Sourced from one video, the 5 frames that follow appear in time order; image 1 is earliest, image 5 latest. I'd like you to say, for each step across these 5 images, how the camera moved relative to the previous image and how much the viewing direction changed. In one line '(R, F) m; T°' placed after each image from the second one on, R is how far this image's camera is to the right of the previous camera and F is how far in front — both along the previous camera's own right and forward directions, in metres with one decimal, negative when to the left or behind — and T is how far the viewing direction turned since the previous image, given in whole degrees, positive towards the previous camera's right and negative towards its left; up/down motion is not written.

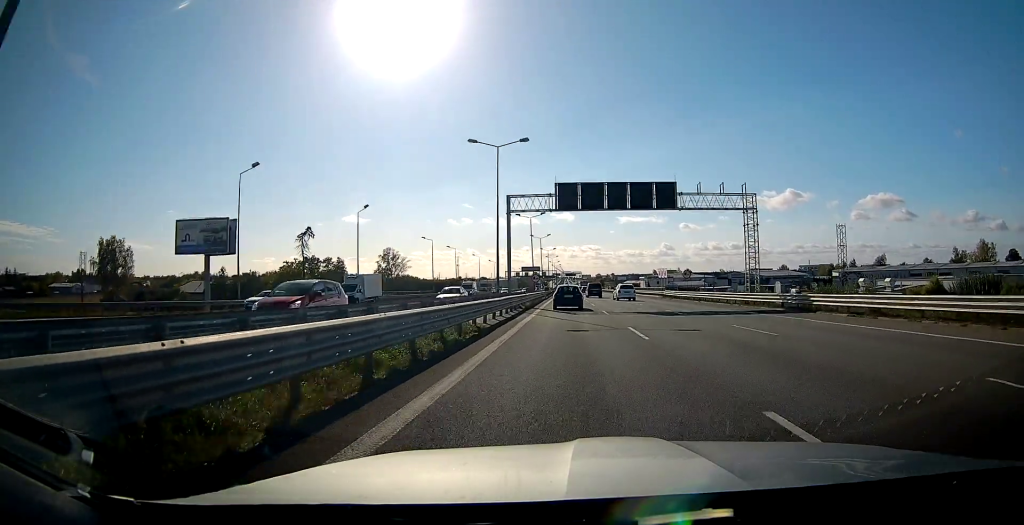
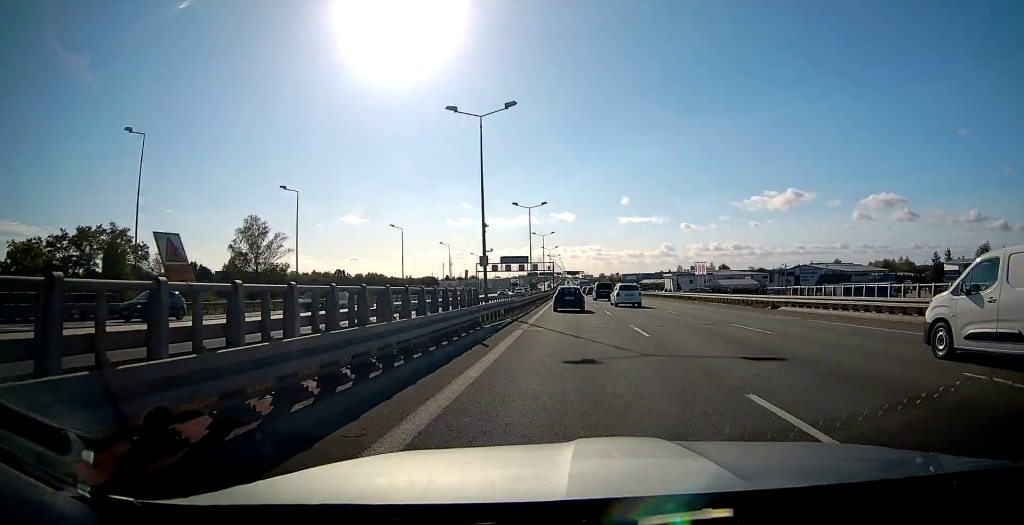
(-0.1, +71.2) m; 0°
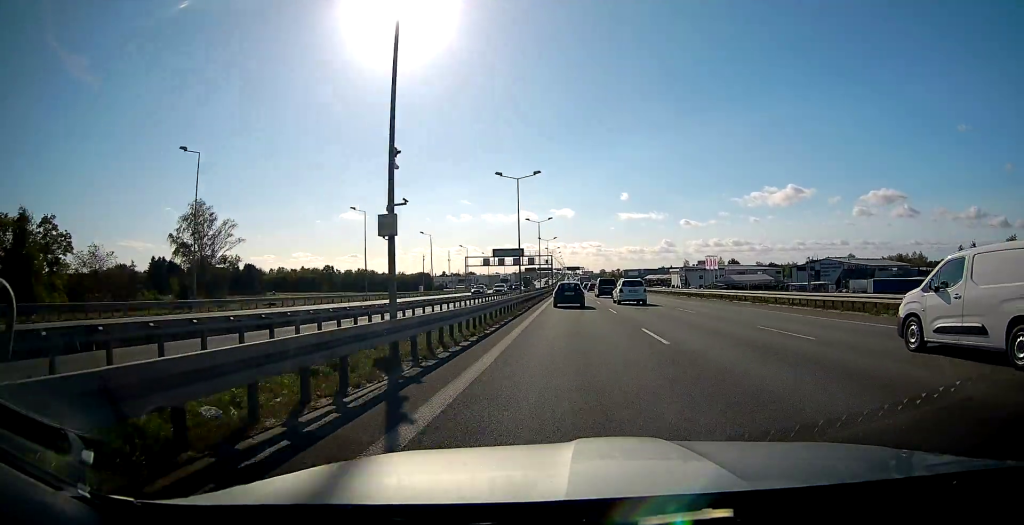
(-0.1, +14.8) m; 0°
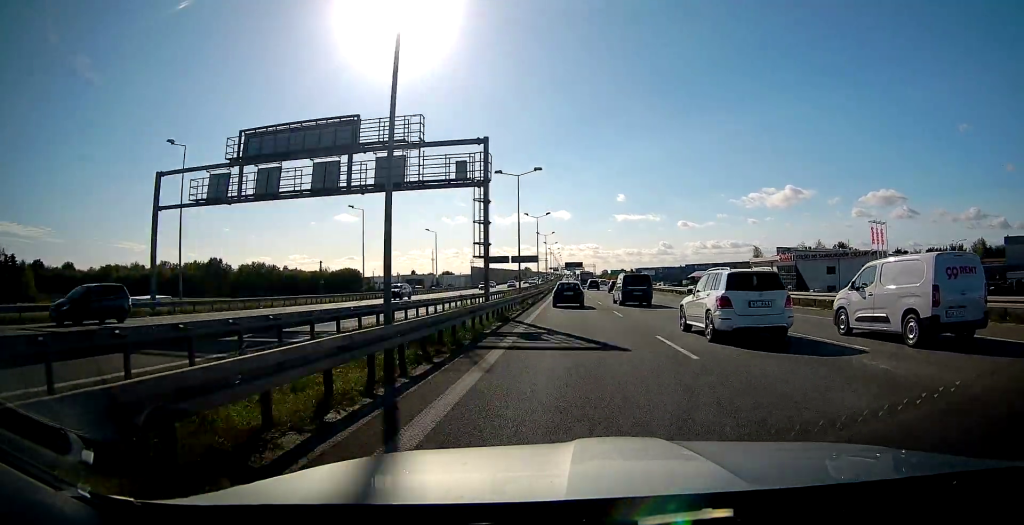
(-0.2, +99.7) m; 0°
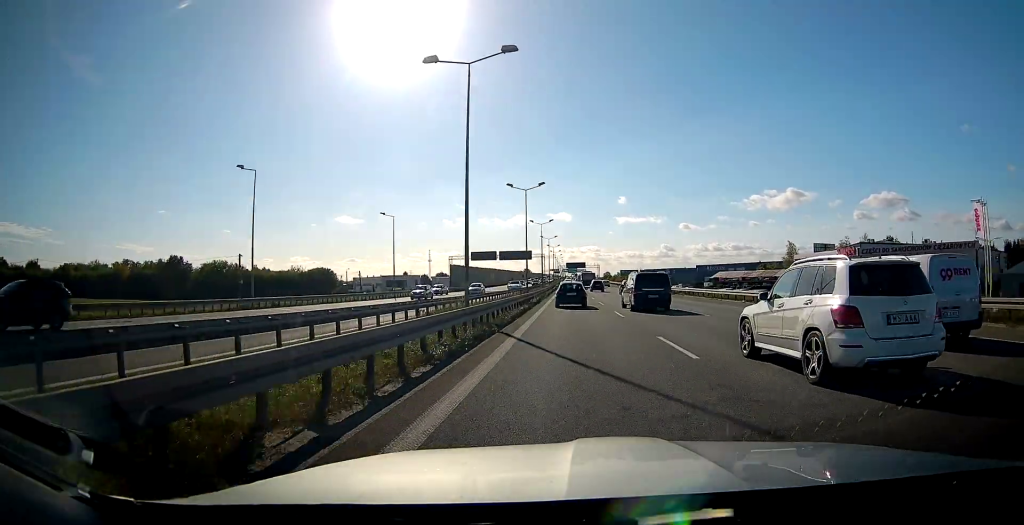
(+0.1, +24.1) m; 0°
